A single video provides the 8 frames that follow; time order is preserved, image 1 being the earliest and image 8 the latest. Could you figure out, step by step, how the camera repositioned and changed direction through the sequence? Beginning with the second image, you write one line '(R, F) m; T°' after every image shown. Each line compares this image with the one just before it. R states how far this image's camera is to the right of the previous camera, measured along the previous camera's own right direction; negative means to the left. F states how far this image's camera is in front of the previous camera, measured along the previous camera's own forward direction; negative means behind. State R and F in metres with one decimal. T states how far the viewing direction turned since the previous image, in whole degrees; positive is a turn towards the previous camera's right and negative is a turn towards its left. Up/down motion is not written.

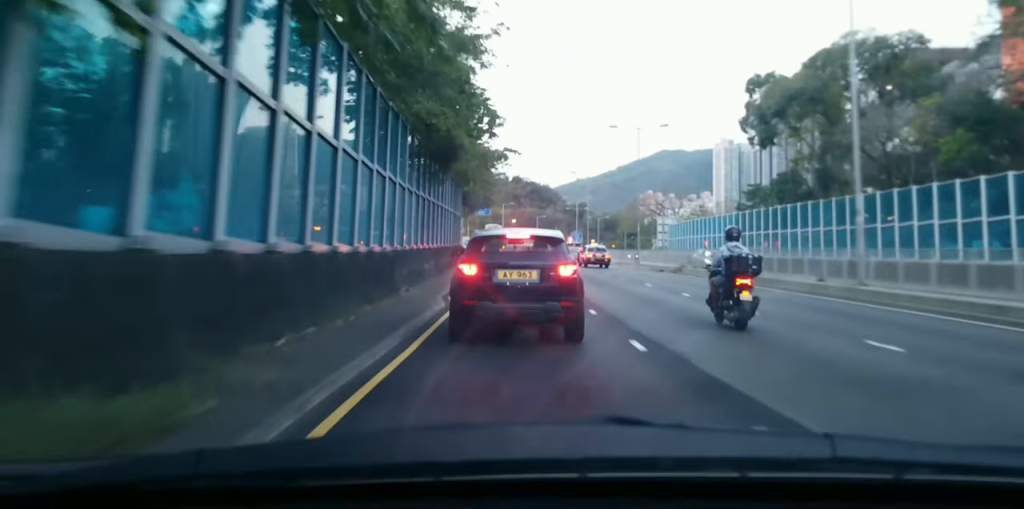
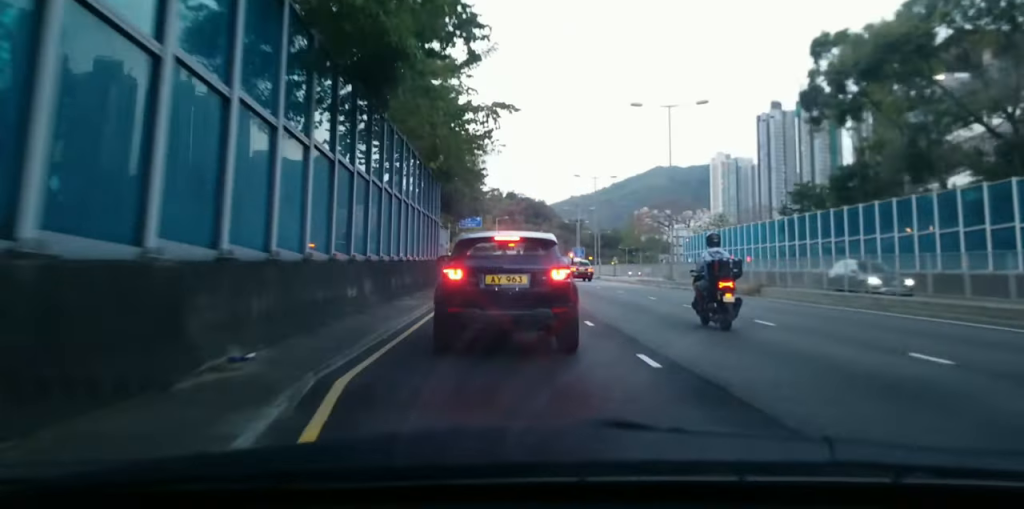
(+0.1, +13.5) m; +2°
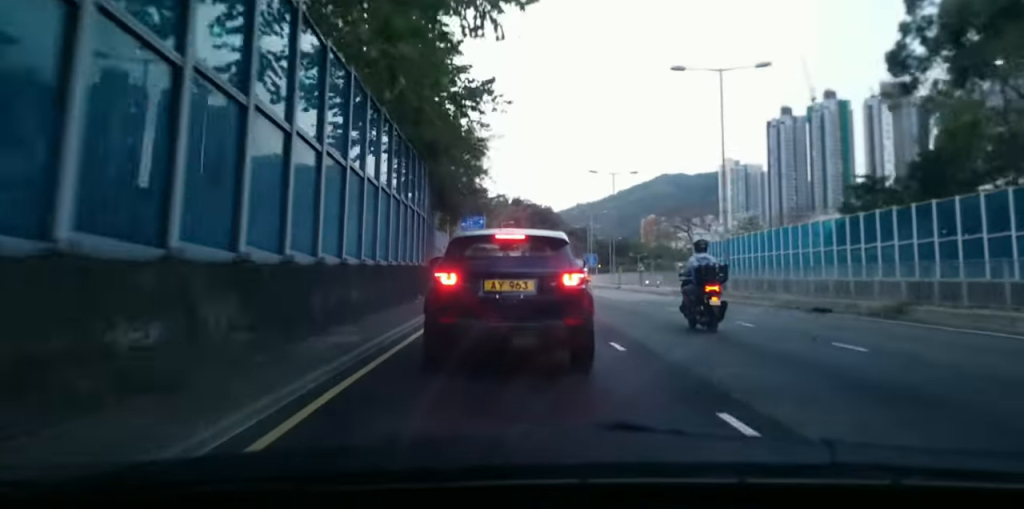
(+0.2, +9.8) m; 0°
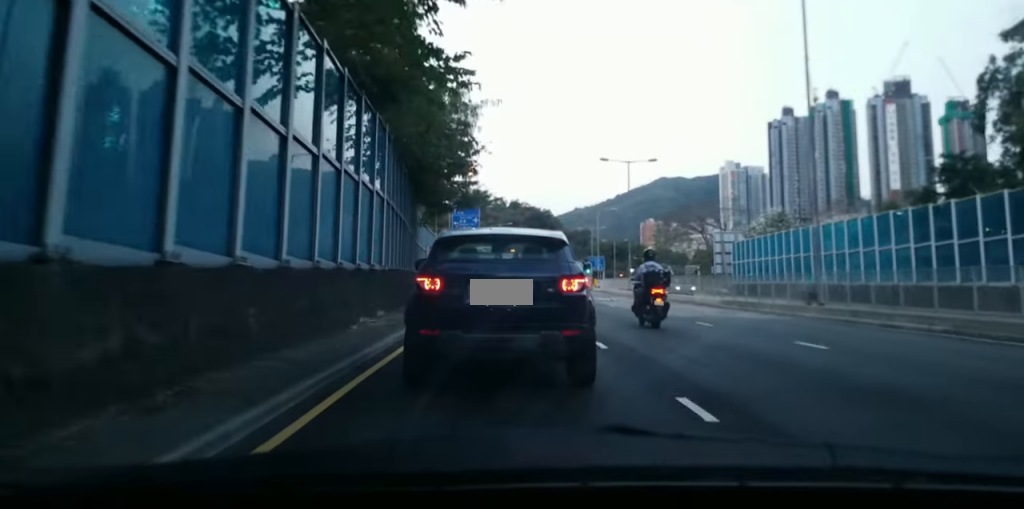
(-0.2, +11.4) m; -2°
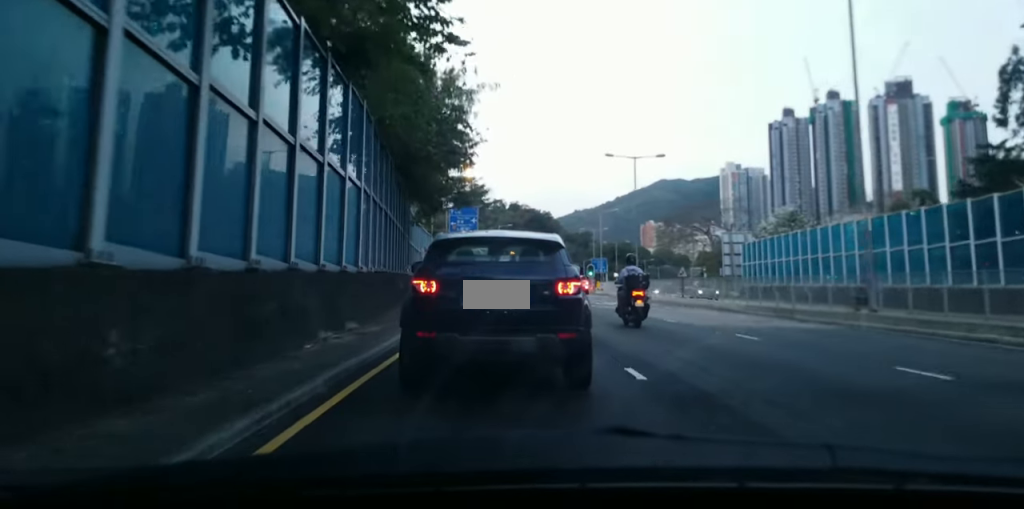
(0.0, +3.6) m; -1°
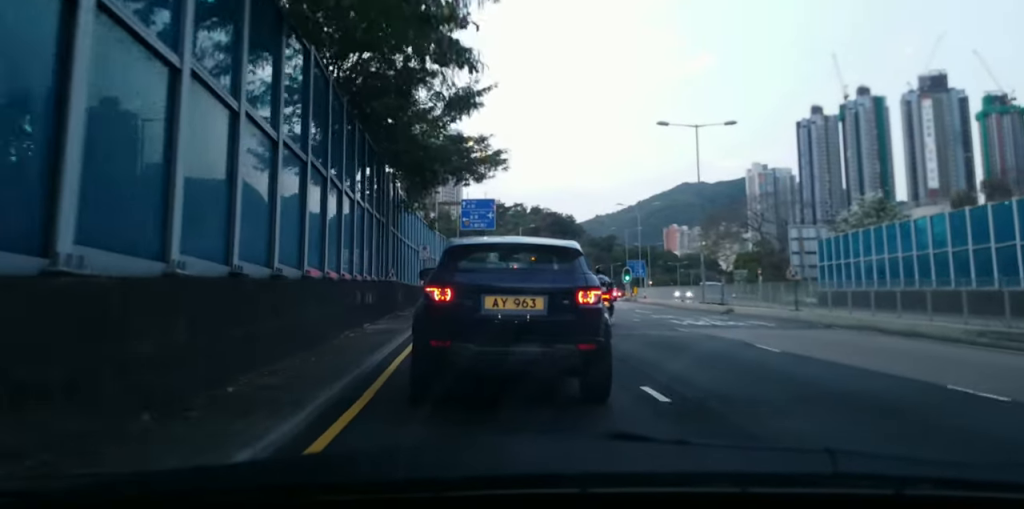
(-0.3, +13.2) m; -2°
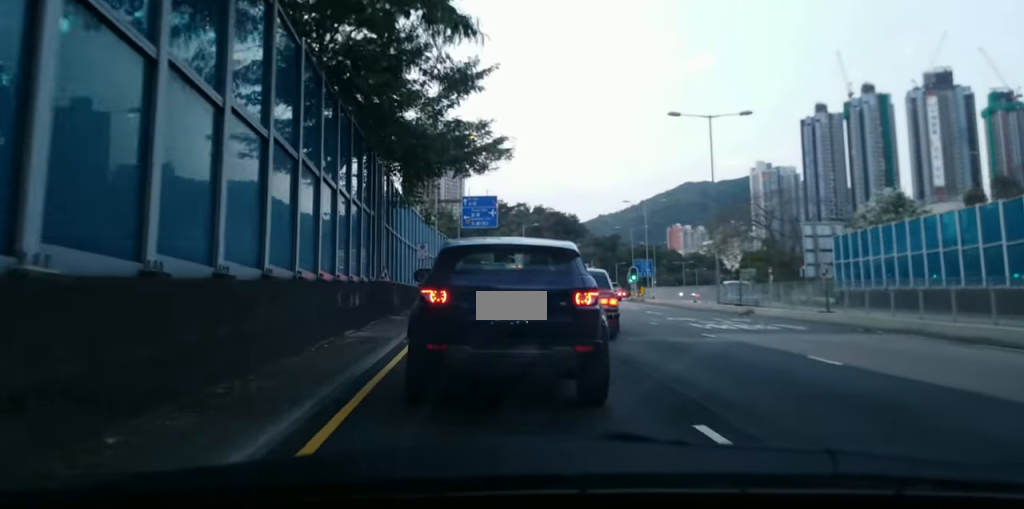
(0.0, +2.0) m; 0°
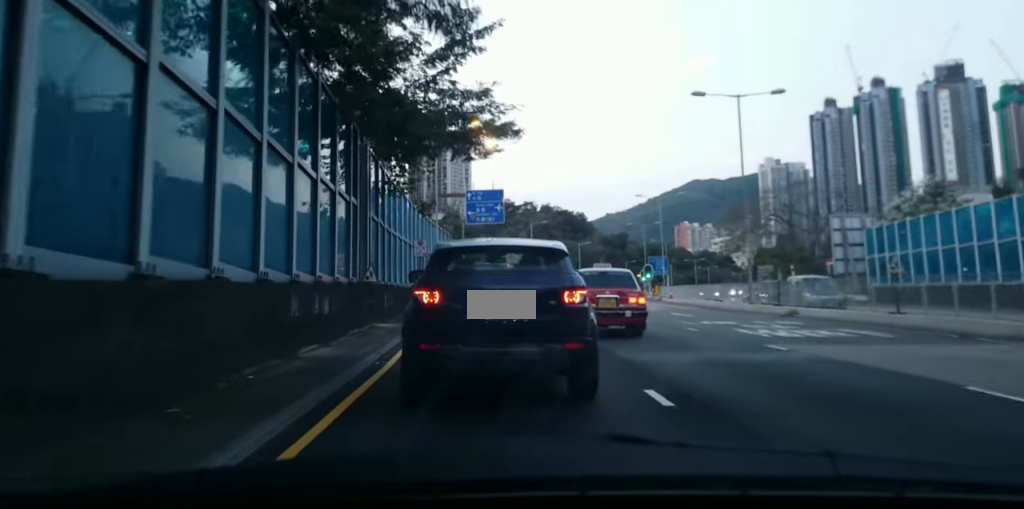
(0.0, +3.6) m; 0°
